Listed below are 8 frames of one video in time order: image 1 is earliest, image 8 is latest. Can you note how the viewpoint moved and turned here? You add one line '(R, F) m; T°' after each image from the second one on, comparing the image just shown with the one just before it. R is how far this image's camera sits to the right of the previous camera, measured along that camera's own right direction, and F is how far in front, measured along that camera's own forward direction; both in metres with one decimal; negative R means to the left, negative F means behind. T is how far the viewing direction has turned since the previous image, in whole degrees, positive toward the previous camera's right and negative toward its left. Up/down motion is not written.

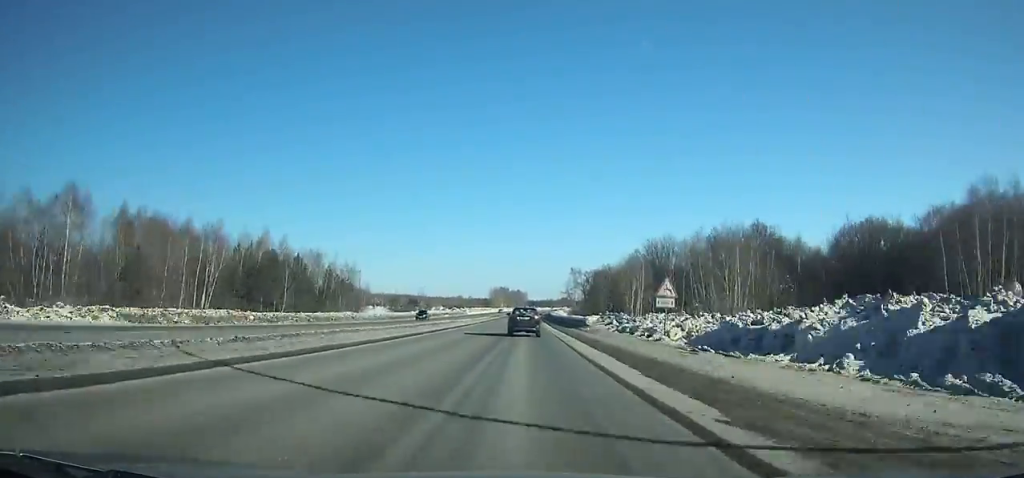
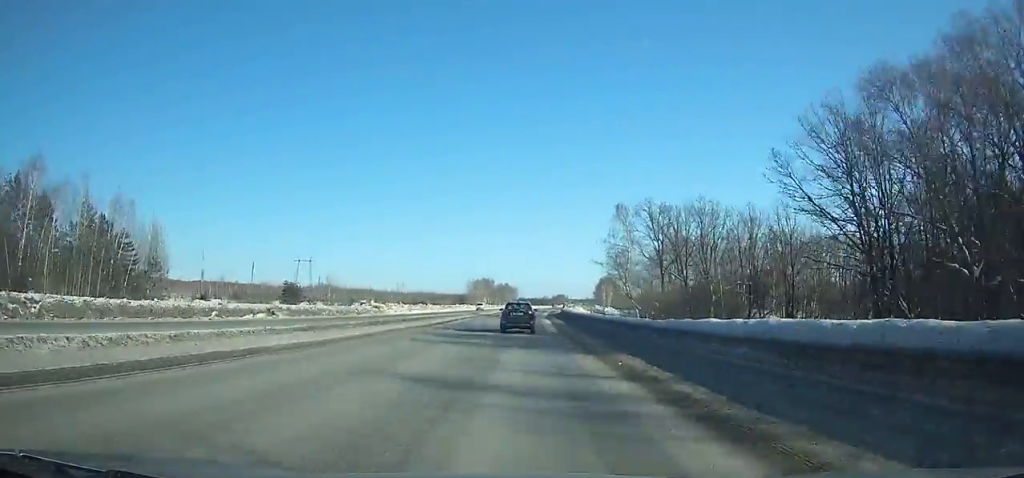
(+0.2, +96.5) m; +1°
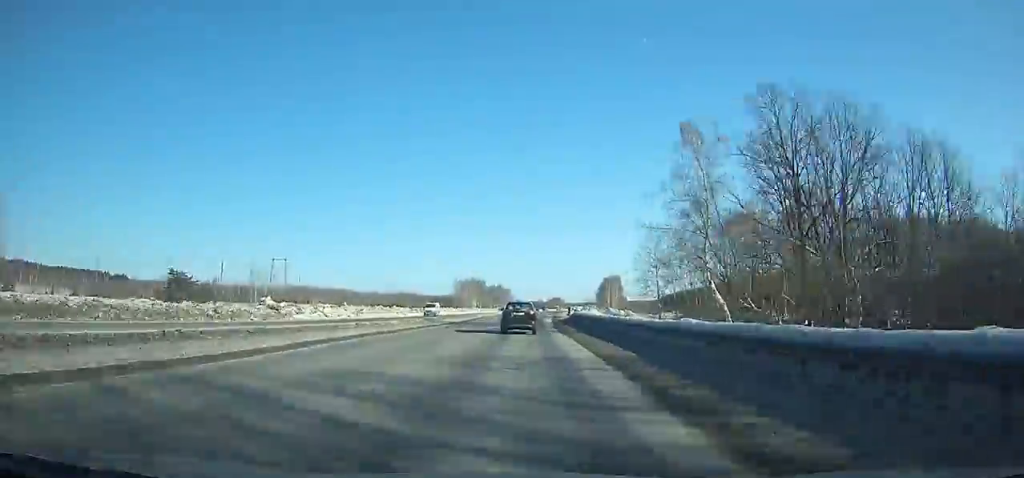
(-0.1, +33.0) m; +1°
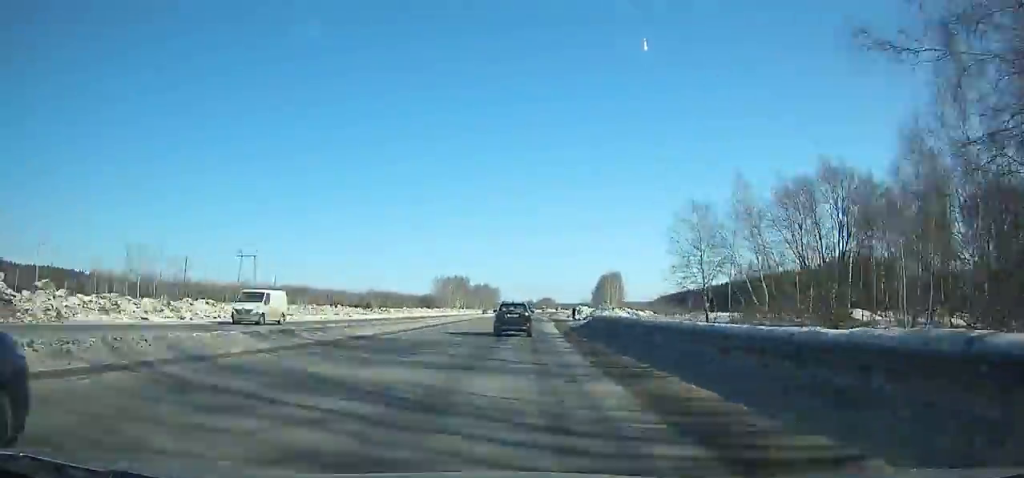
(+0.3, +28.3) m; +1°
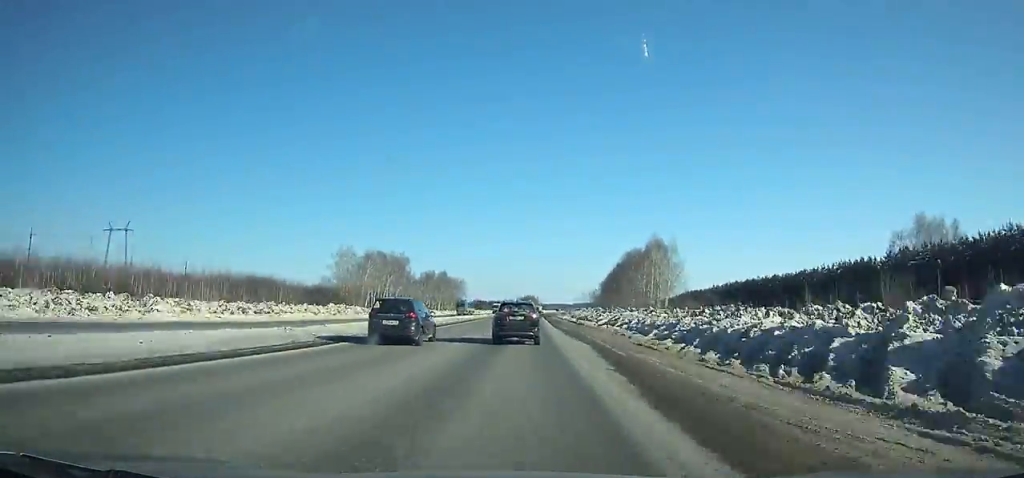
(+2.3, +100.5) m; +2°
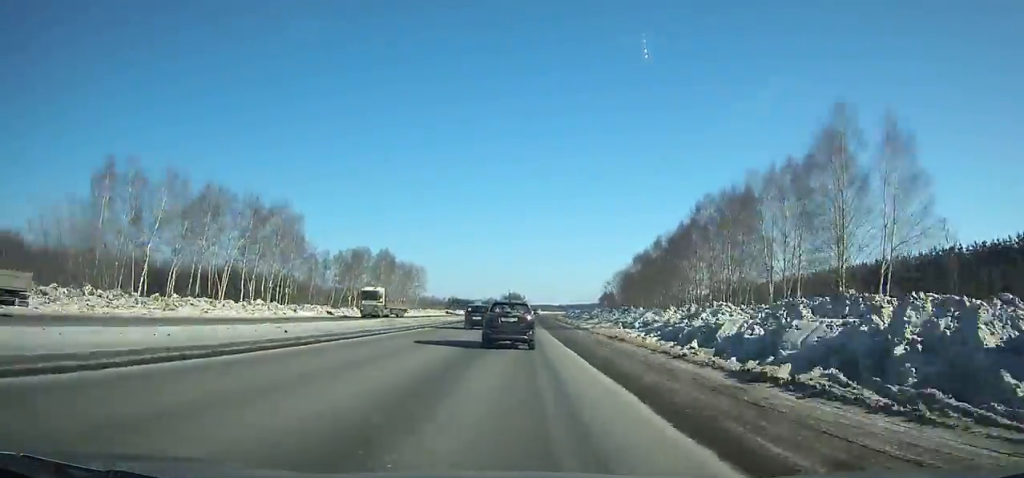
(+0.8, +76.1) m; +1°
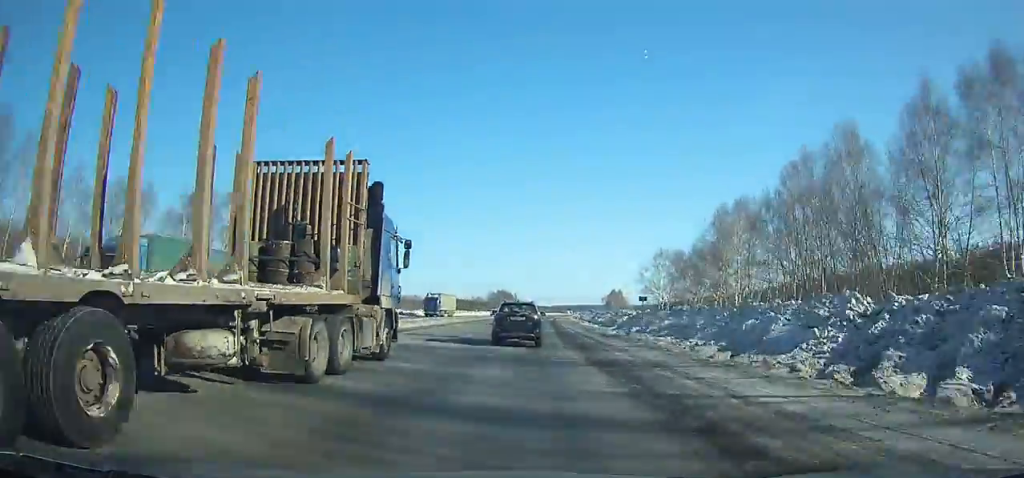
(+0.7, +66.4) m; +1°
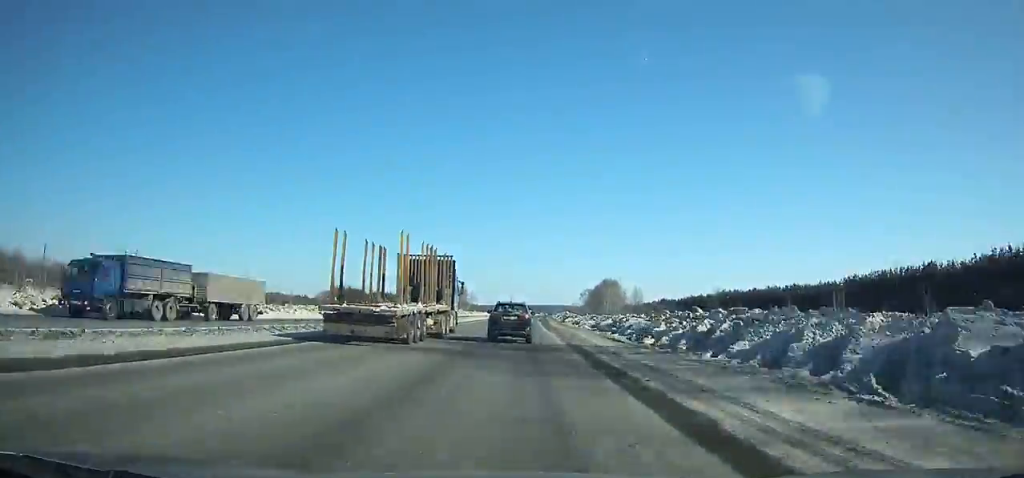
(+2.7, +106.0) m; +3°
